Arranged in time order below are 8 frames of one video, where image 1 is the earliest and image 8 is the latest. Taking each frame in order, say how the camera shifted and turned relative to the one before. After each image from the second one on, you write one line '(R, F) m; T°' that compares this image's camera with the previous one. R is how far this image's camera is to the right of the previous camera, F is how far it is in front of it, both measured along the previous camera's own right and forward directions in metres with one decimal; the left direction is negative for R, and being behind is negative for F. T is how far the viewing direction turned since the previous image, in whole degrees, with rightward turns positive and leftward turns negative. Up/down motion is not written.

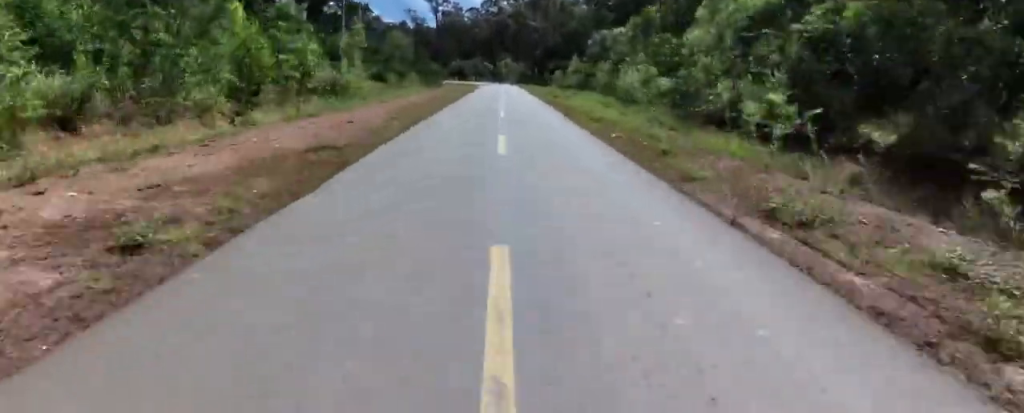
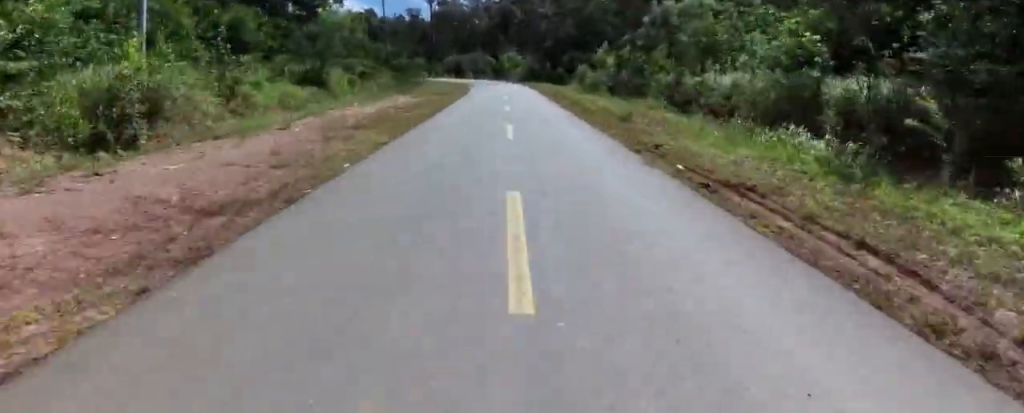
(+0.1, +22.4) m; 0°
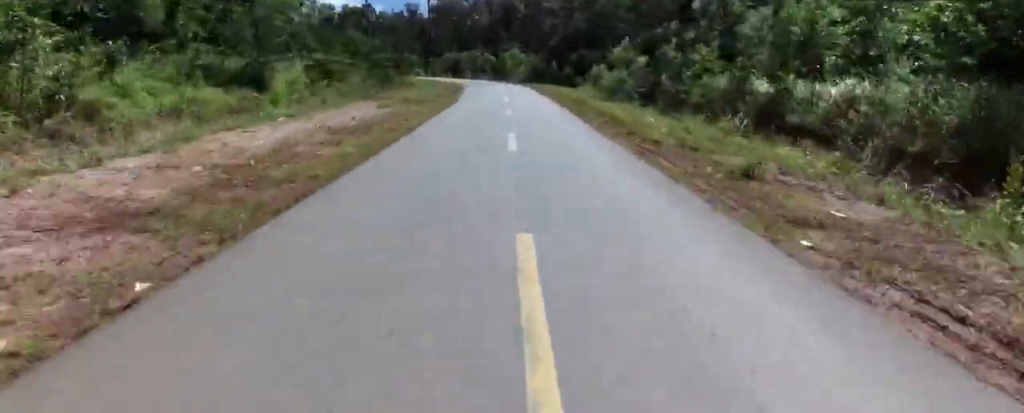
(0.0, +10.5) m; 0°
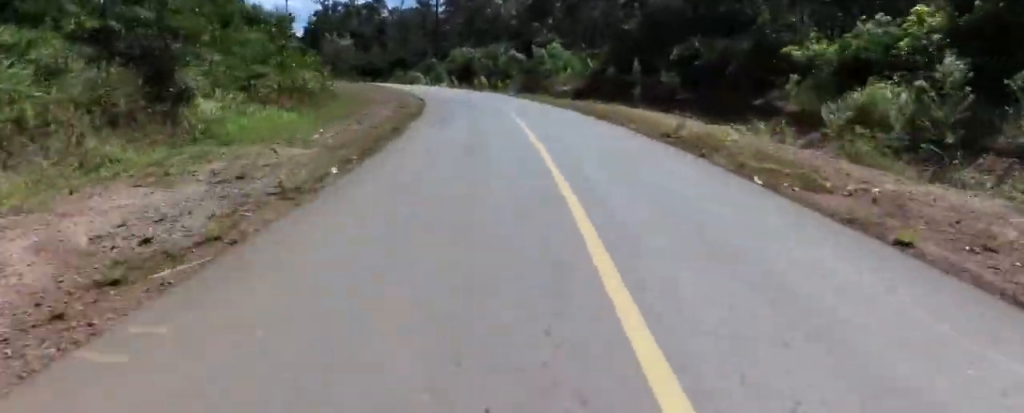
(-0.8, +41.9) m; -4°
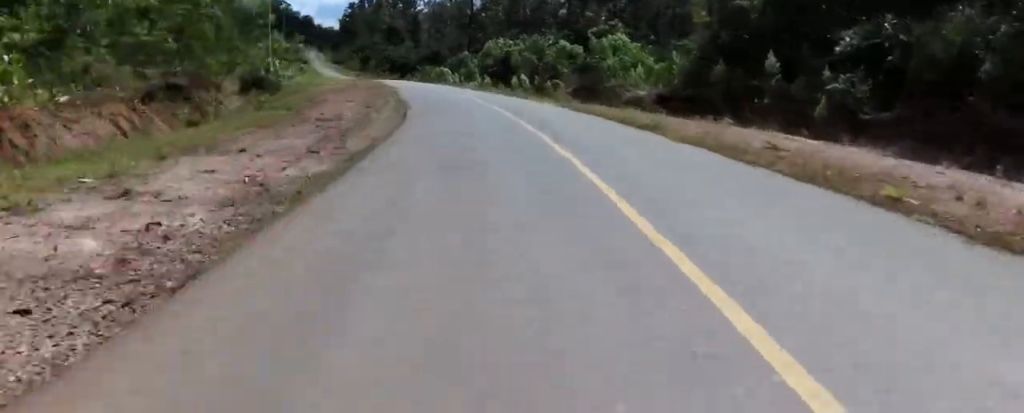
(-0.5, +16.7) m; -3°
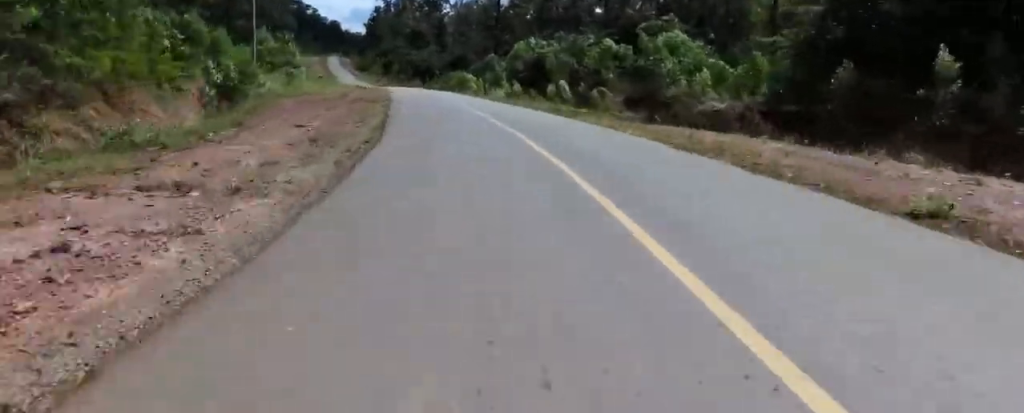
(+0.2, +9.4) m; -2°
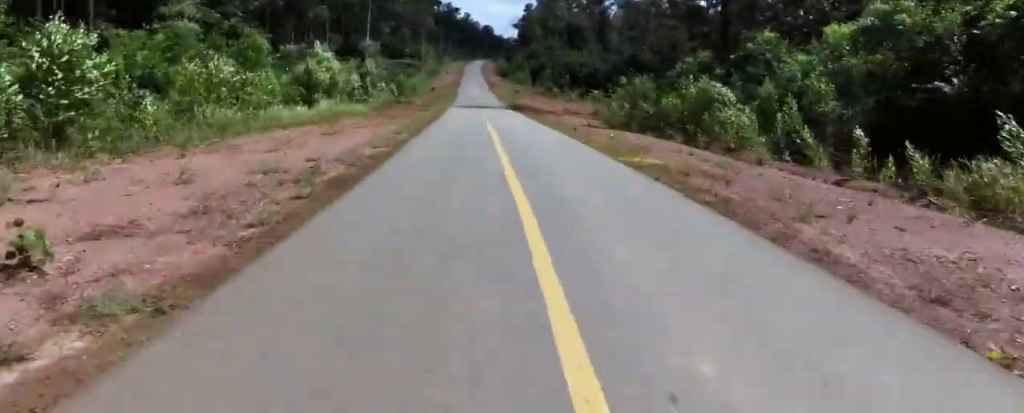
(-5.5, +41.2) m; -17°
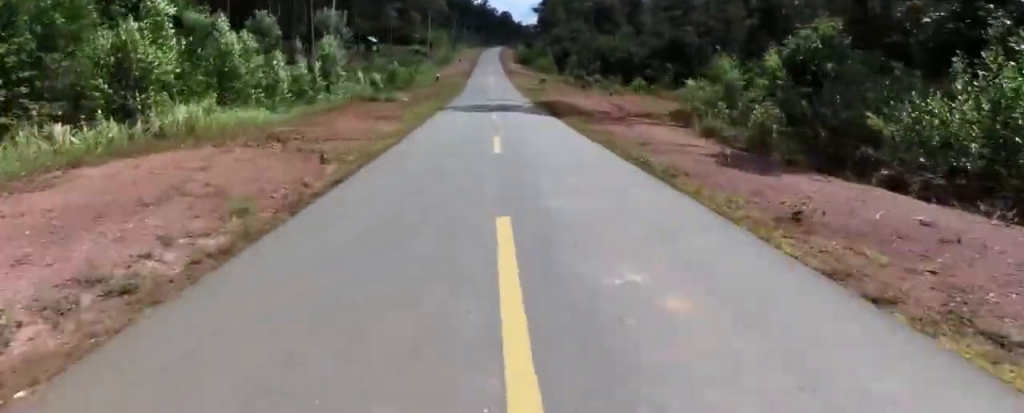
(-0.7, +15.6) m; -5°
